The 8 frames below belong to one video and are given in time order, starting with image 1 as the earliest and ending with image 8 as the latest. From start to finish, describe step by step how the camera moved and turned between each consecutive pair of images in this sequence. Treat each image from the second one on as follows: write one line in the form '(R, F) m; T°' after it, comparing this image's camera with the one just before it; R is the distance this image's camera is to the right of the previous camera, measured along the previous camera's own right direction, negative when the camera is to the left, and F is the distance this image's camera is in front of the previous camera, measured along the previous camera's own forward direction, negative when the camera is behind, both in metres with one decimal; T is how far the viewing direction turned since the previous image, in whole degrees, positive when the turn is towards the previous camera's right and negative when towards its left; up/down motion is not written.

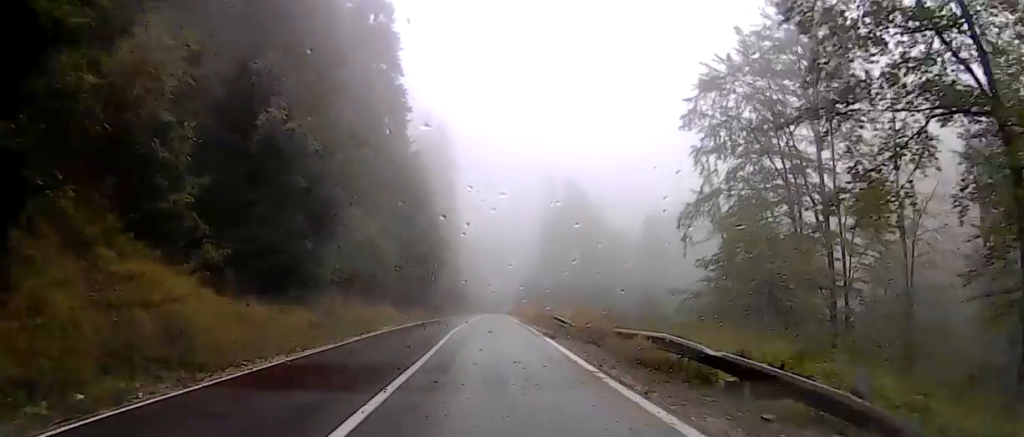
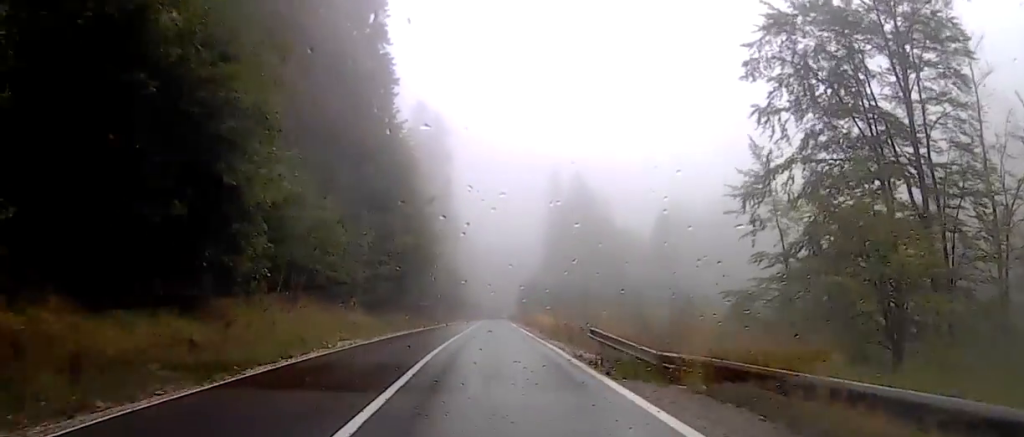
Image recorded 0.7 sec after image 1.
(+0.4, +10.2) m; +2°
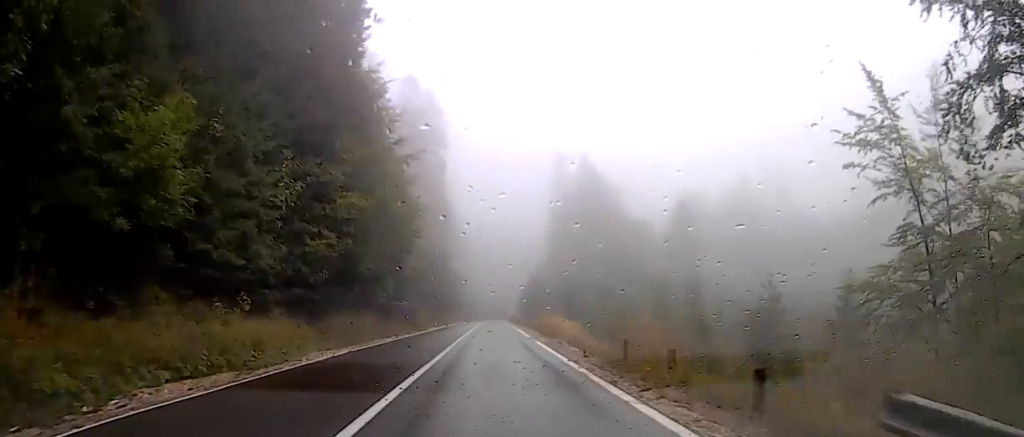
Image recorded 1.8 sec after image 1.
(0.0, +14.5) m; 0°
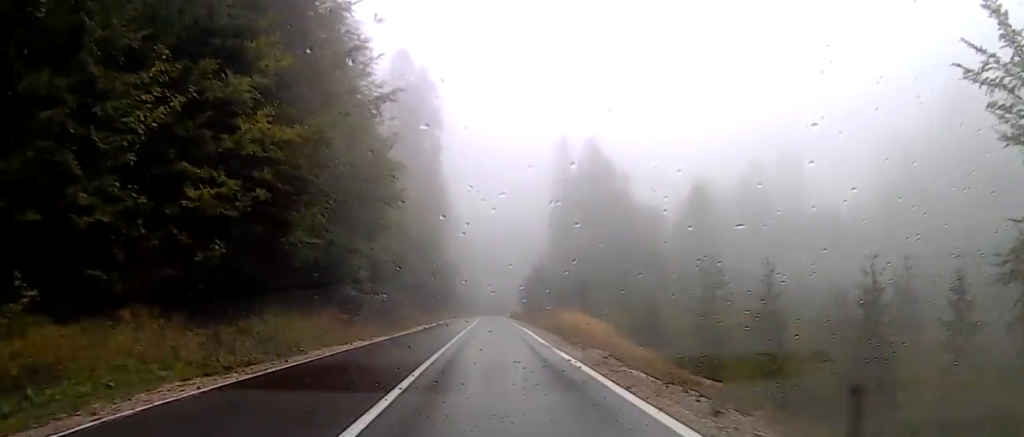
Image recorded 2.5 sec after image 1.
(0.0, +9.9) m; 0°
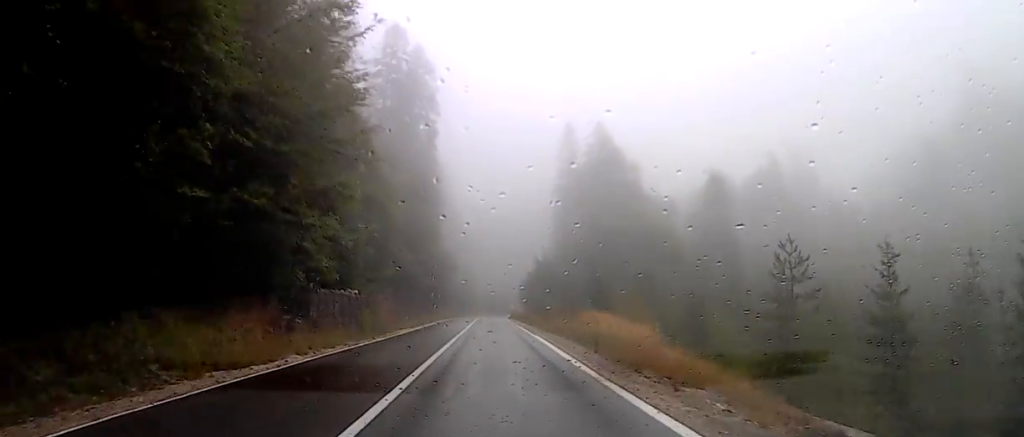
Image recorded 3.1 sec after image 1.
(0.0, +8.6) m; +2°
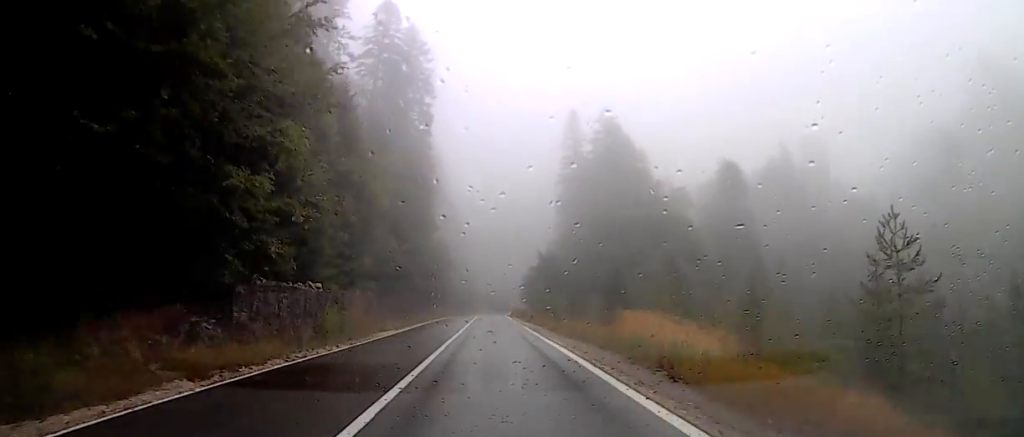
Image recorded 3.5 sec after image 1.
(-0.2, +6.7) m; +2°
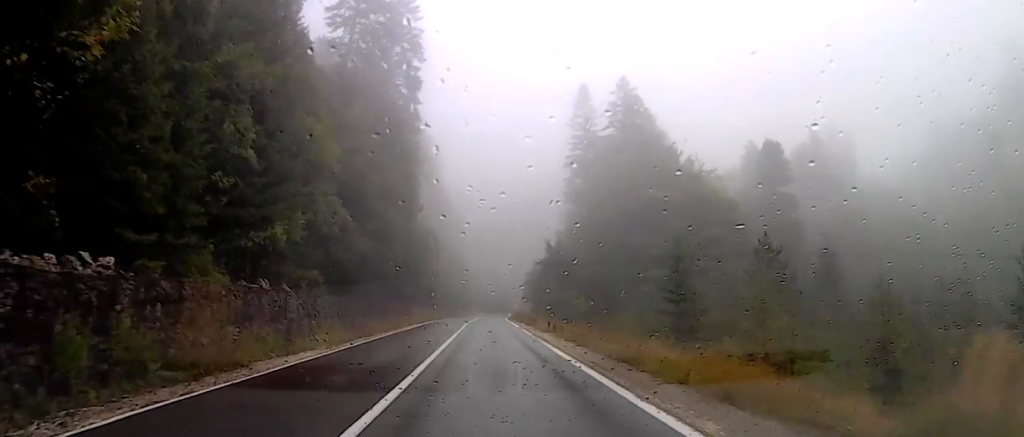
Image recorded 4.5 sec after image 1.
(+0.8, +15.1) m; -2°
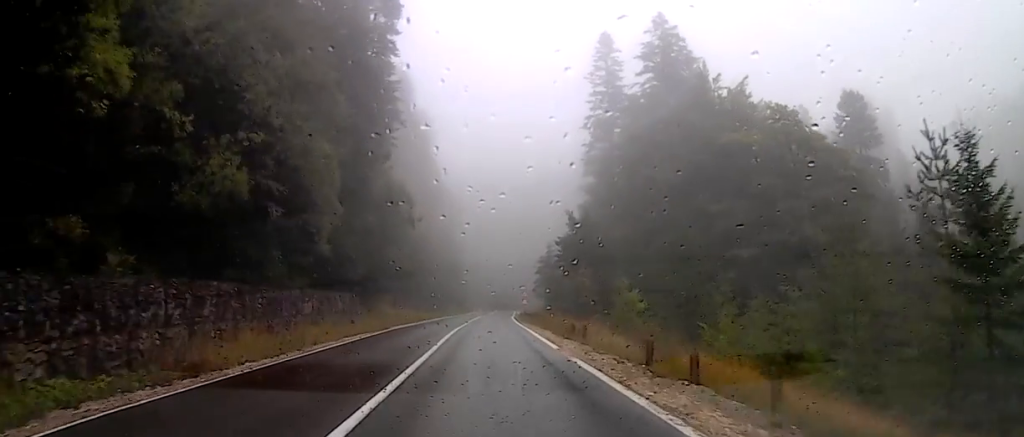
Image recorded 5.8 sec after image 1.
(-1.6, +19.4) m; -3°
